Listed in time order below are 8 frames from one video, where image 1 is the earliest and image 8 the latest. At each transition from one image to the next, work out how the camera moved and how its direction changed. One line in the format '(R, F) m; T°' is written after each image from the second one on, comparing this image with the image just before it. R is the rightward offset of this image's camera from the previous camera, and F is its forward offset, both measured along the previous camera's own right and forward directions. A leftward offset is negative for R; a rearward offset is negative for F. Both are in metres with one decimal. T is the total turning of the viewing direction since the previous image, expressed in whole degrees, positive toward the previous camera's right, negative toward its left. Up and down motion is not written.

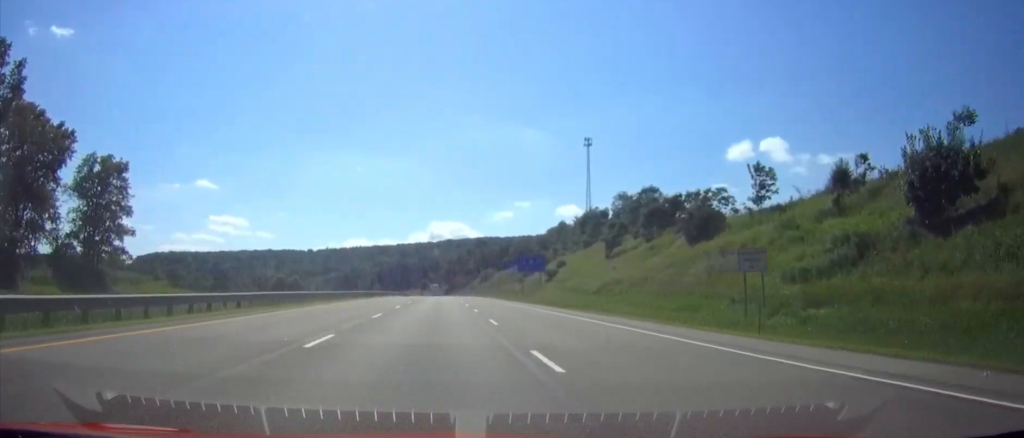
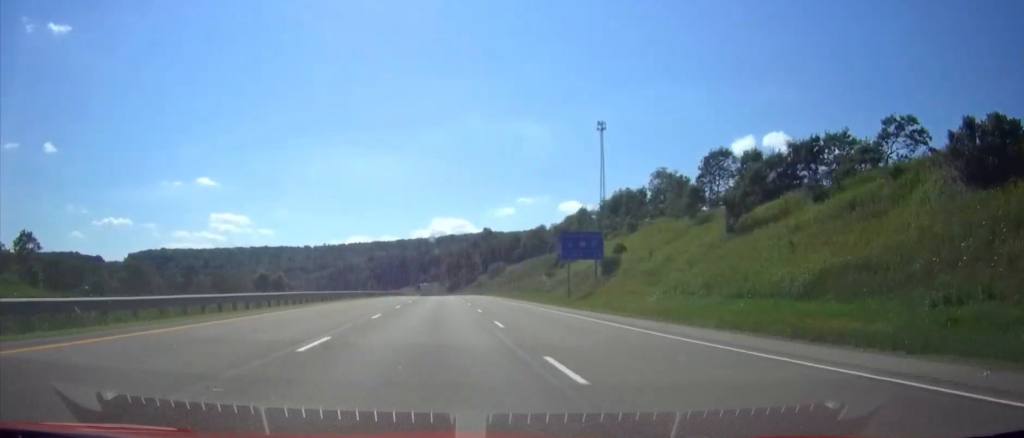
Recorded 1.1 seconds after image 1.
(+0.1, +37.0) m; 0°
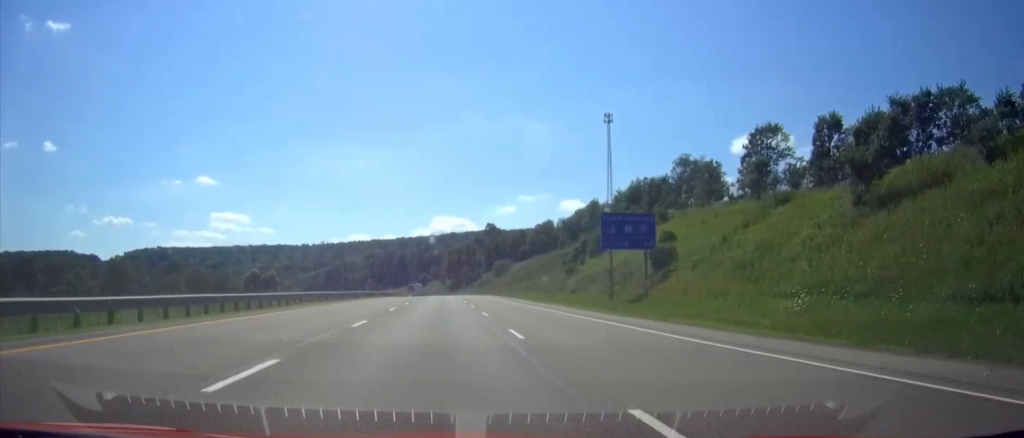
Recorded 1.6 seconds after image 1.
(+0.1, +16.7) m; 0°
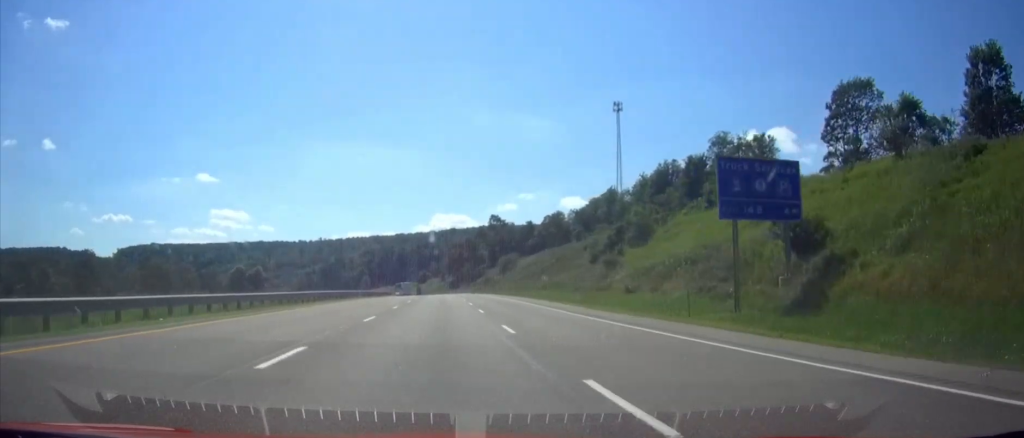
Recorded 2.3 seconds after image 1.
(-0.1, +22.0) m; 0°
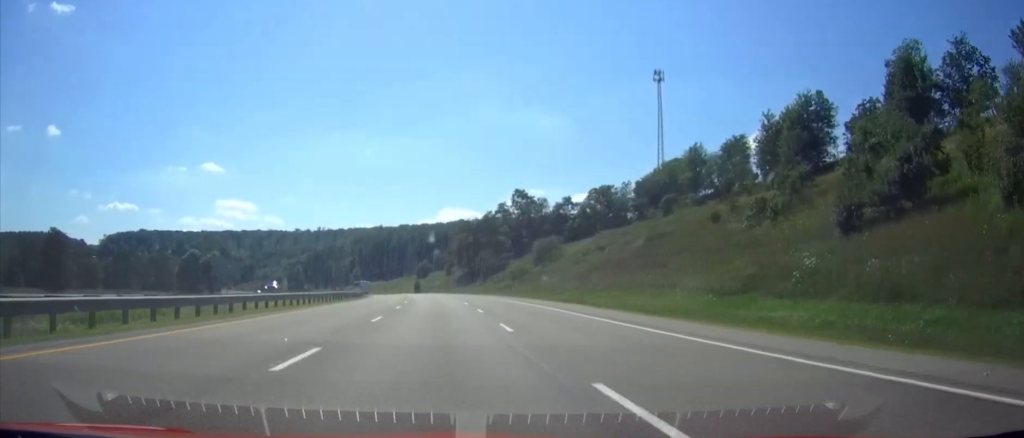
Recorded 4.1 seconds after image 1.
(-0.3, +60.4) m; -1°
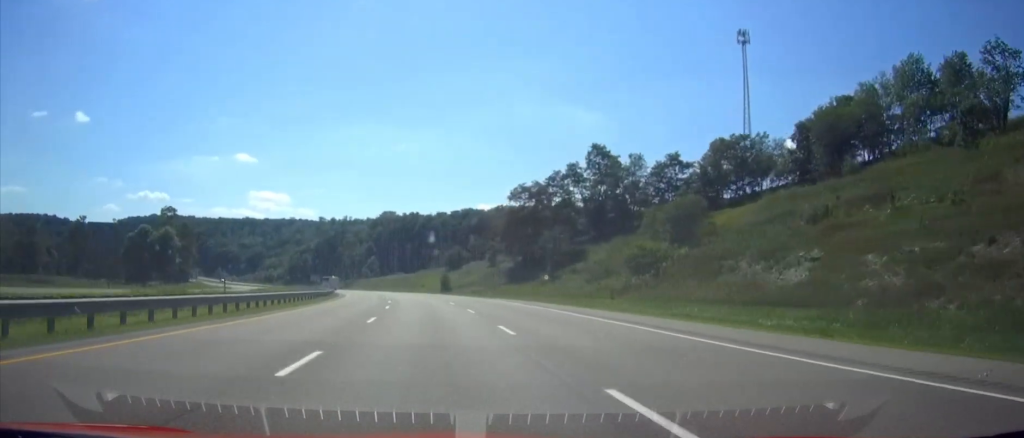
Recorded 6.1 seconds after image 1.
(-1.4, +61.4) m; -3°
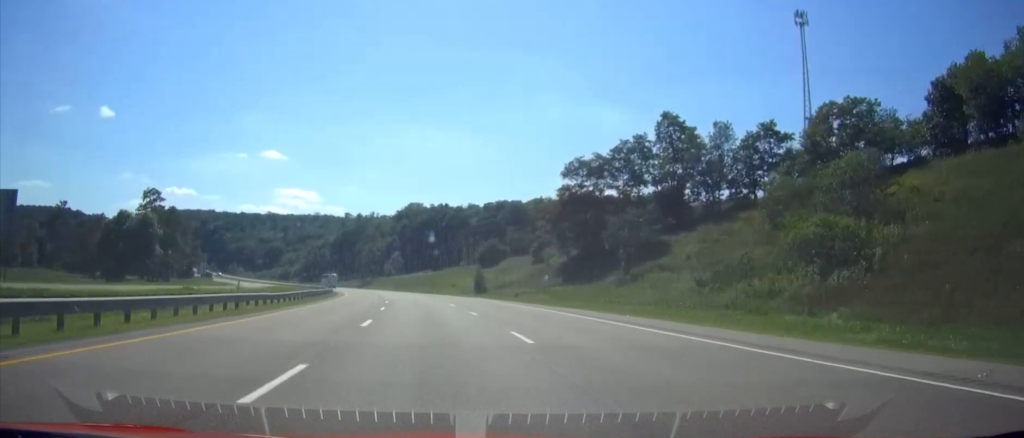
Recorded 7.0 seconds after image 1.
(-0.5, +26.6) m; -2°
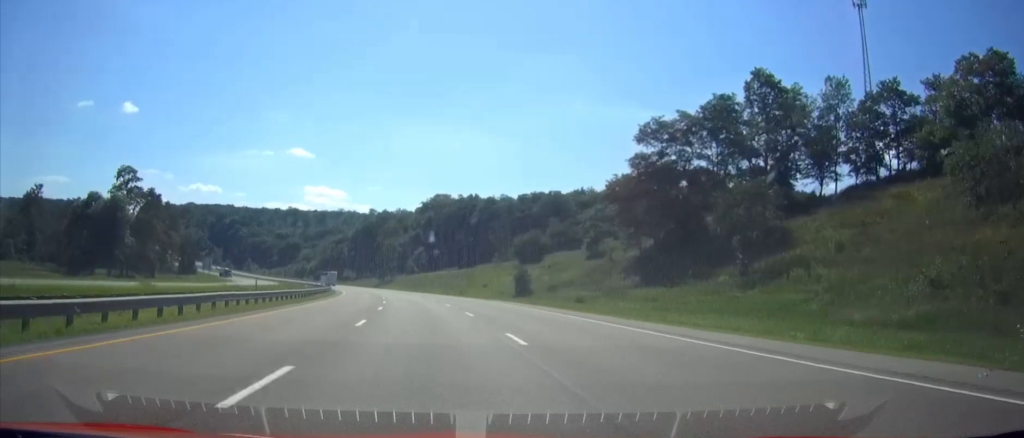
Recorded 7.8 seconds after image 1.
(-0.3, +24.5) m; -3°
